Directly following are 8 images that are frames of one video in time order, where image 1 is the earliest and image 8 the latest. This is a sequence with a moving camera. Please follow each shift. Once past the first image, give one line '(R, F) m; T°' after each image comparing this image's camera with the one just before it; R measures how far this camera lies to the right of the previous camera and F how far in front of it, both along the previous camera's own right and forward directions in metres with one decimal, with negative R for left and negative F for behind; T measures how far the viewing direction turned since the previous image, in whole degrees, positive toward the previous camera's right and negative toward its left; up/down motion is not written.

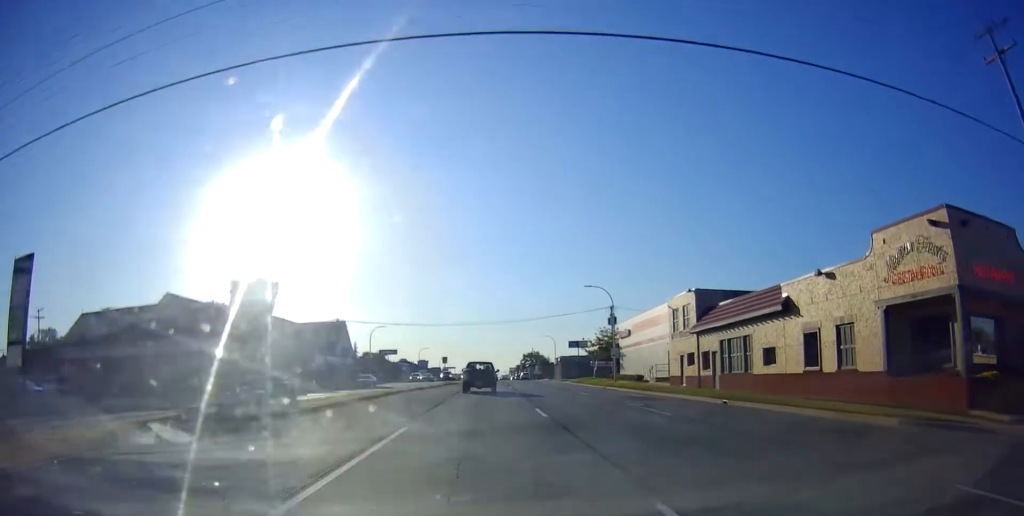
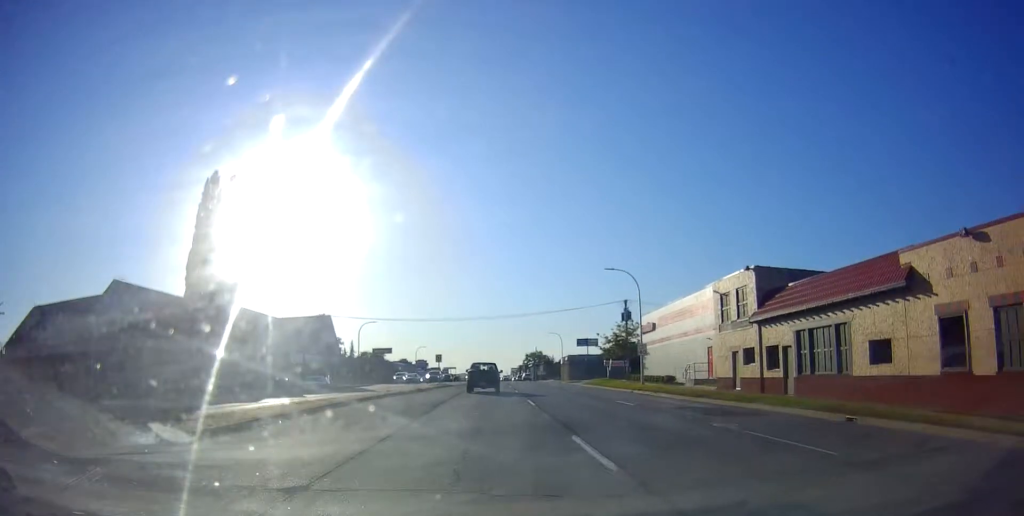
(+0.3, +9.0) m; 0°
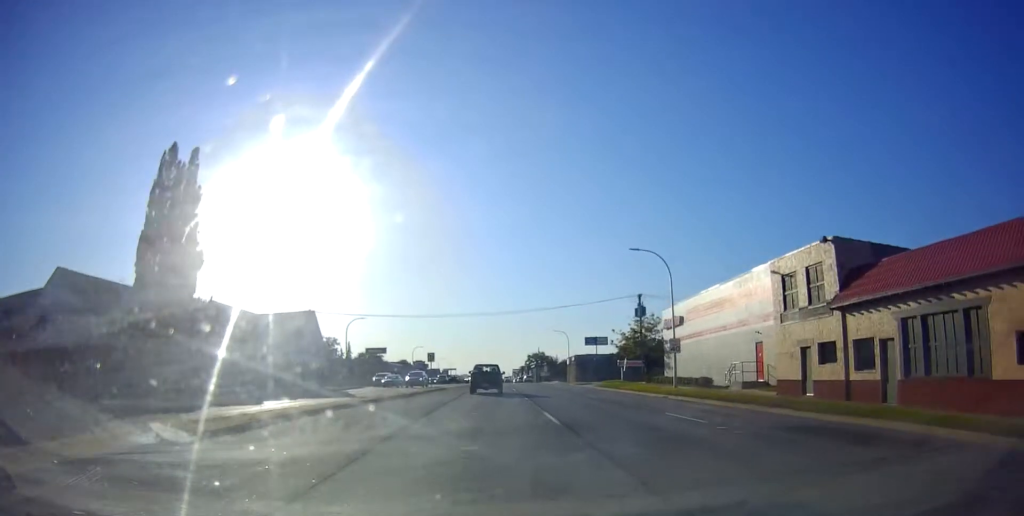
(-0.2, +7.8) m; 0°
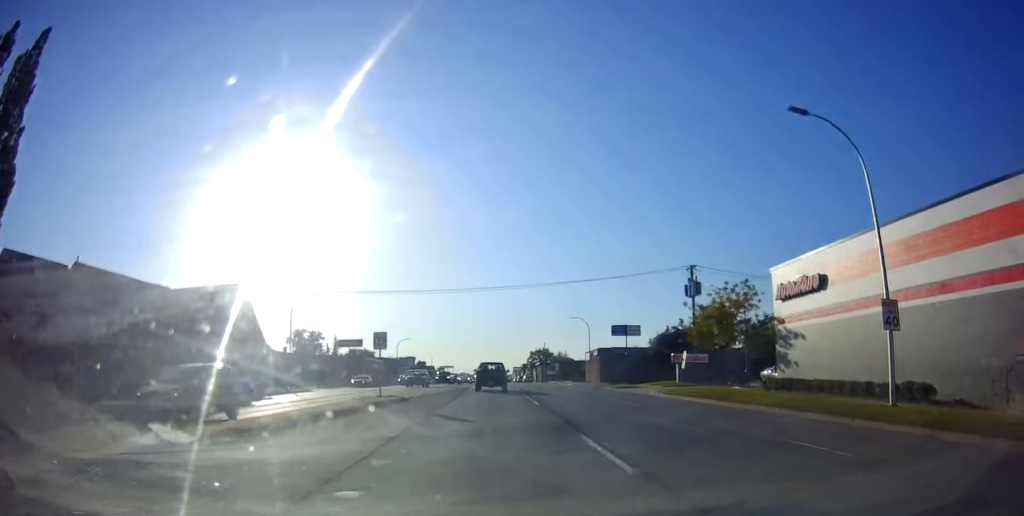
(+0.1, +21.5) m; +1°
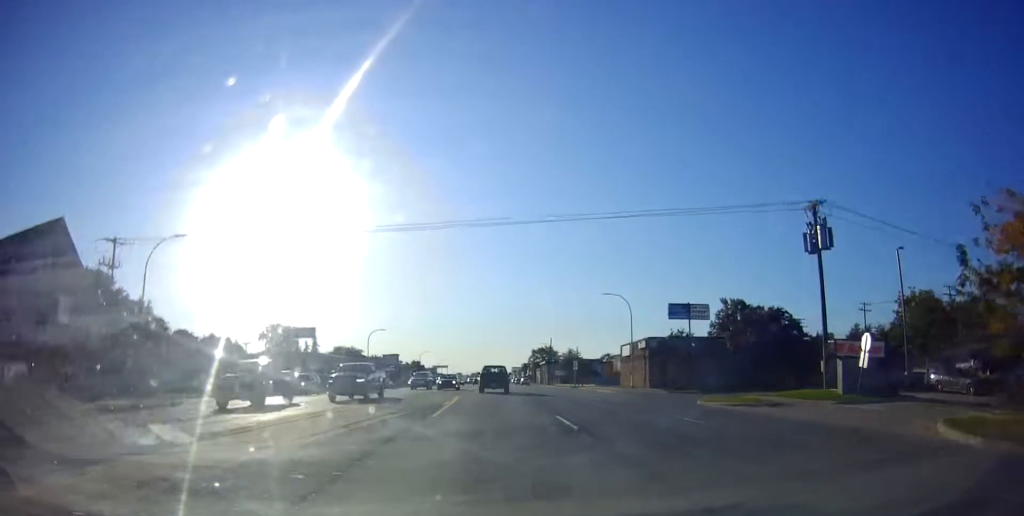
(-0.1, +25.7) m; -2°
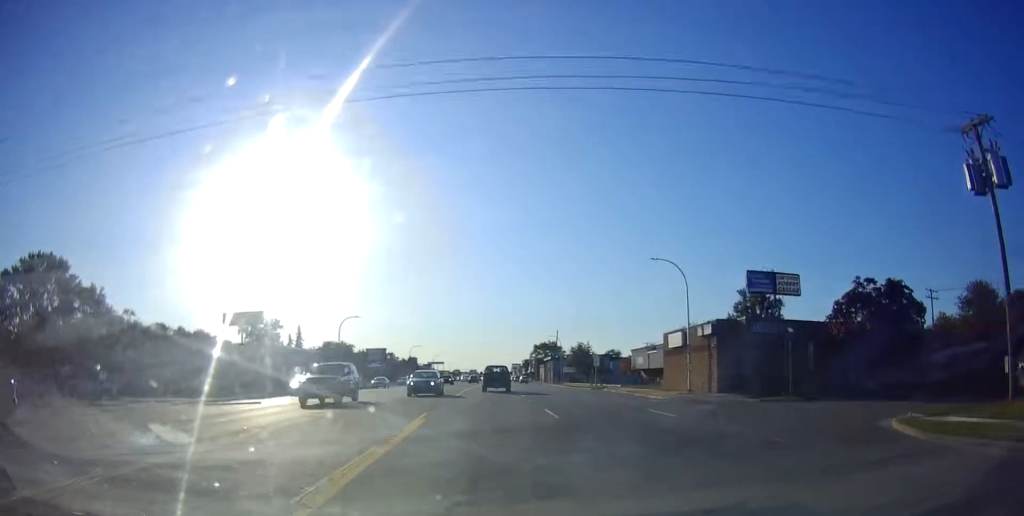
(-0.4, +16.7) m; -1°
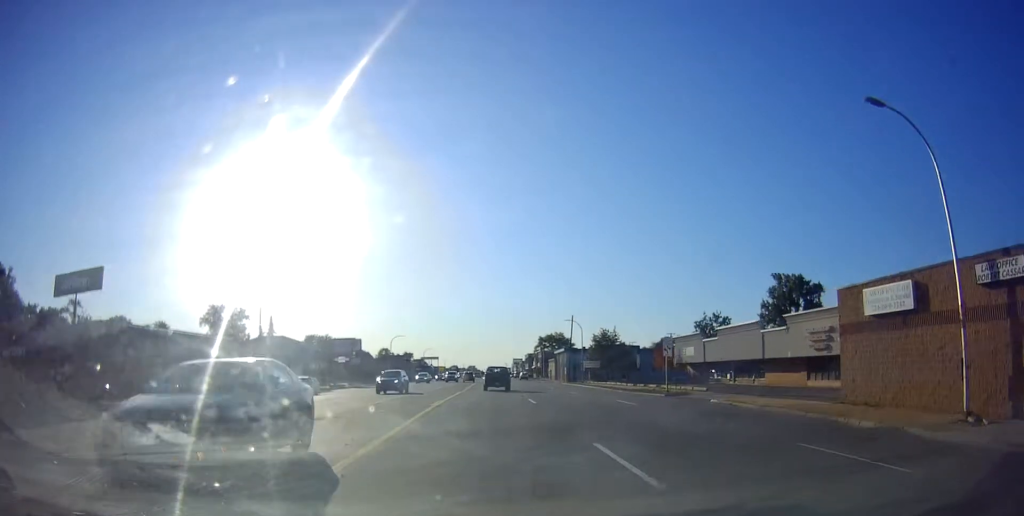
(0.0, +25.7) m; 0°
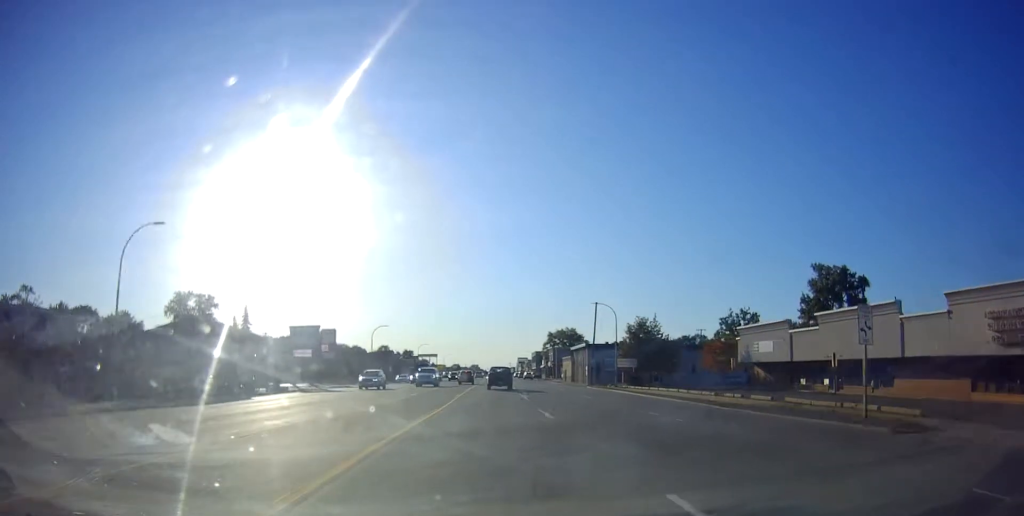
(+0.1, +20.7) m; +2°
